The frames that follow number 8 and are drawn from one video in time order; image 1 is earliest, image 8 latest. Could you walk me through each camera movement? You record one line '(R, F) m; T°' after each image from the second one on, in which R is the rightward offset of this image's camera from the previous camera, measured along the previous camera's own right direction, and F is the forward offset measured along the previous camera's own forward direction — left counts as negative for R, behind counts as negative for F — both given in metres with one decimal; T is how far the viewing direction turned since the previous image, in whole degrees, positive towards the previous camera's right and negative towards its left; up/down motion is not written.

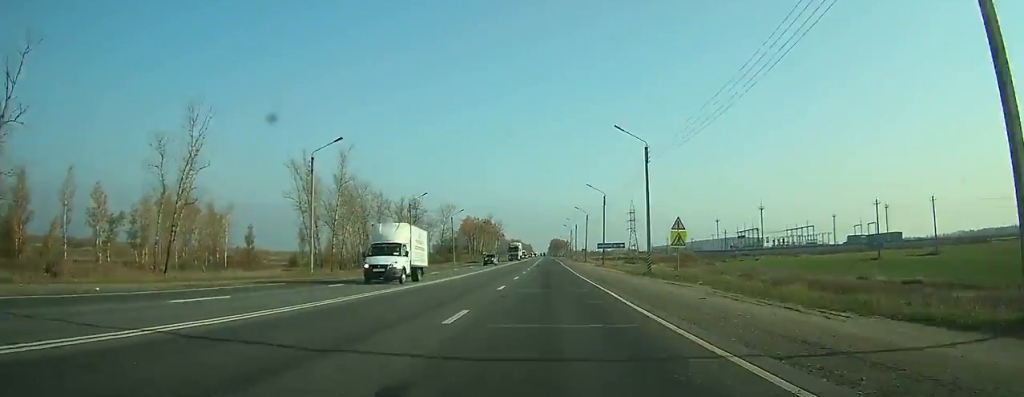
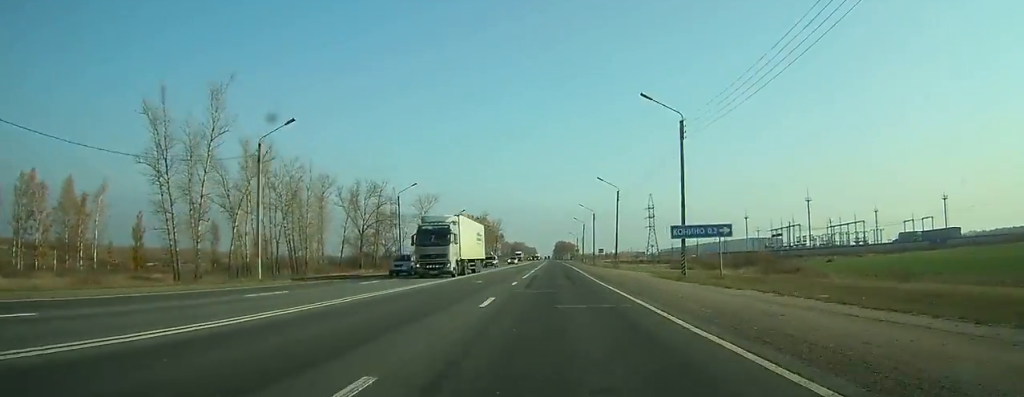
(-0.1, +42.6) m; 0°
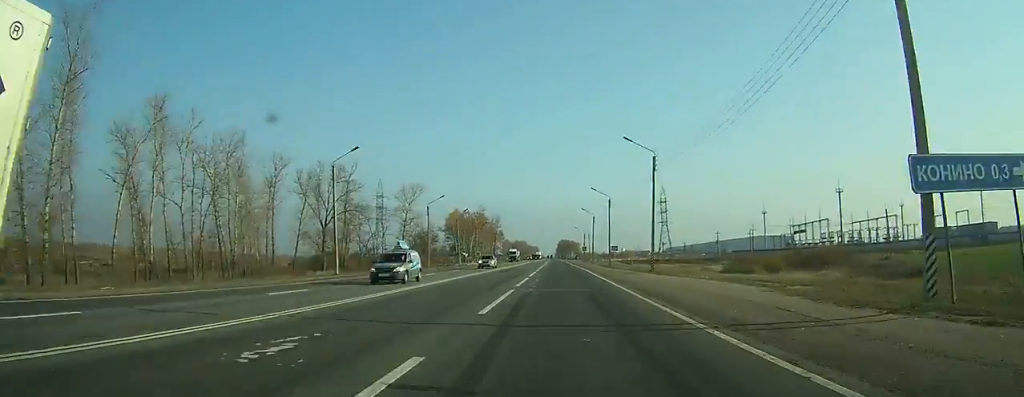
(0.0, +21.5) m; 0°
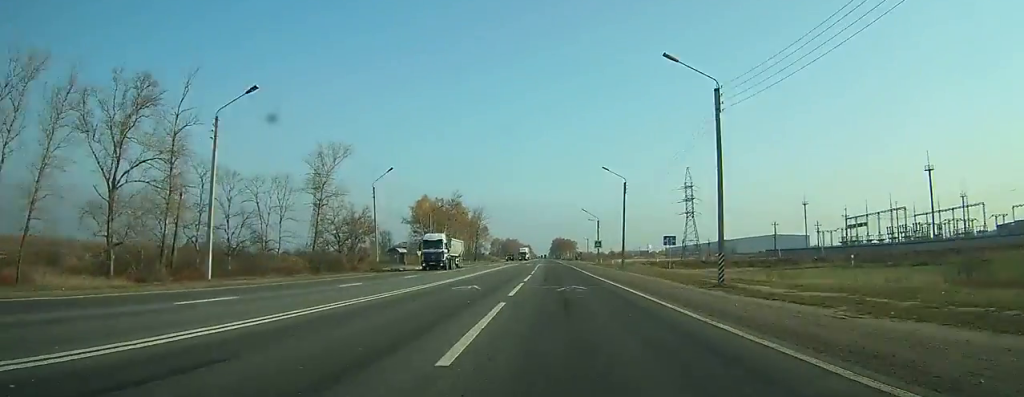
(0.0, +51.3) m; 0°
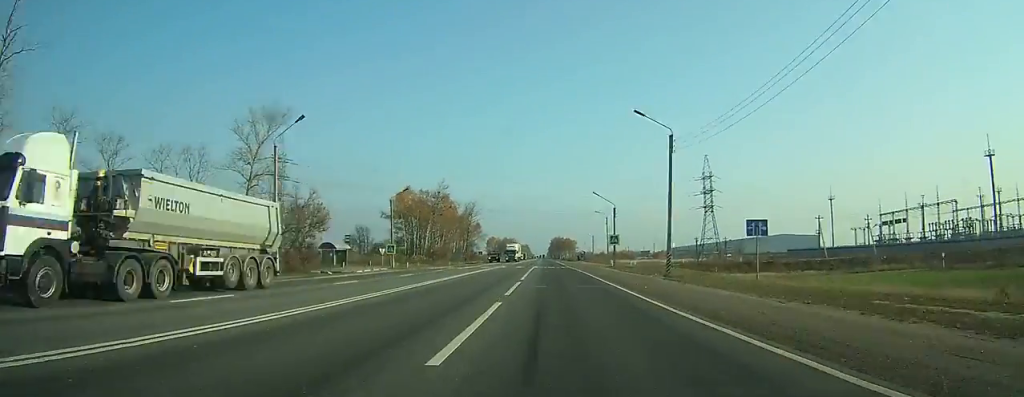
(+0.1, +23.5) m; 0°
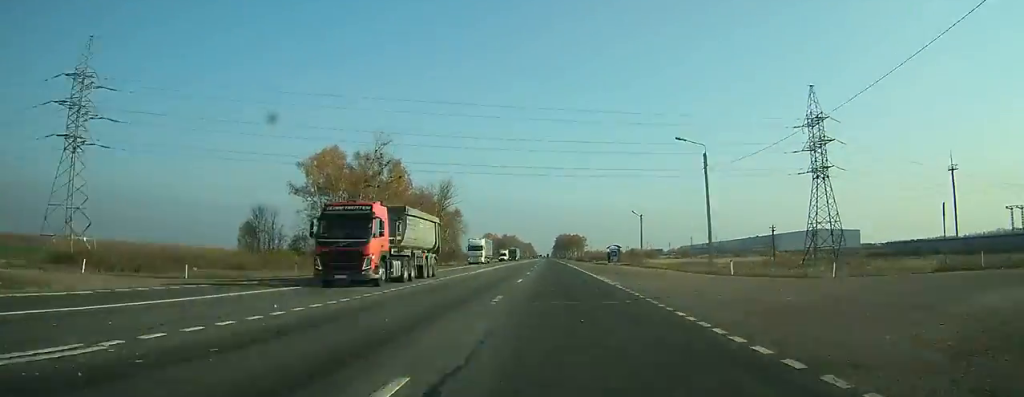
(-0.2, +67.4) m; 0°
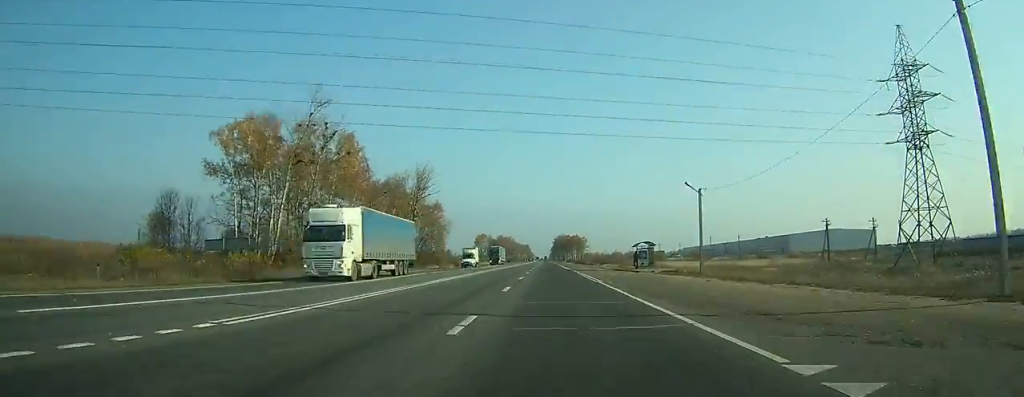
(+0.1, +29.4) m; 0°
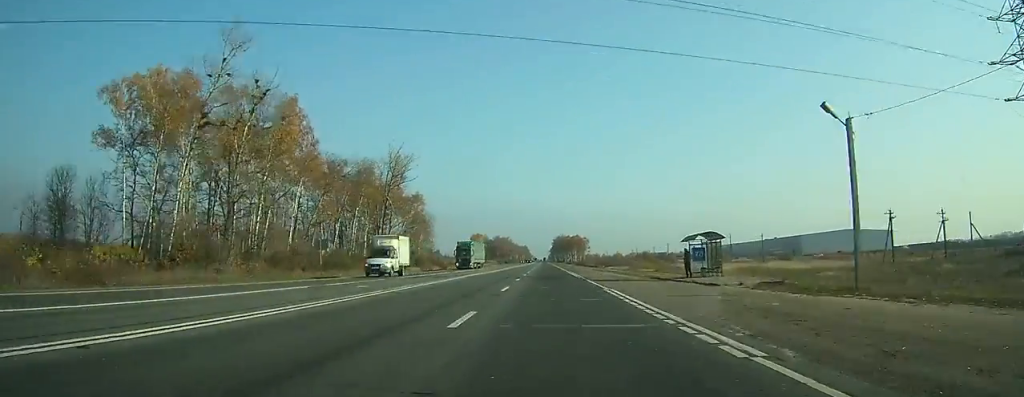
(0.0, +23.3) m; 0°
